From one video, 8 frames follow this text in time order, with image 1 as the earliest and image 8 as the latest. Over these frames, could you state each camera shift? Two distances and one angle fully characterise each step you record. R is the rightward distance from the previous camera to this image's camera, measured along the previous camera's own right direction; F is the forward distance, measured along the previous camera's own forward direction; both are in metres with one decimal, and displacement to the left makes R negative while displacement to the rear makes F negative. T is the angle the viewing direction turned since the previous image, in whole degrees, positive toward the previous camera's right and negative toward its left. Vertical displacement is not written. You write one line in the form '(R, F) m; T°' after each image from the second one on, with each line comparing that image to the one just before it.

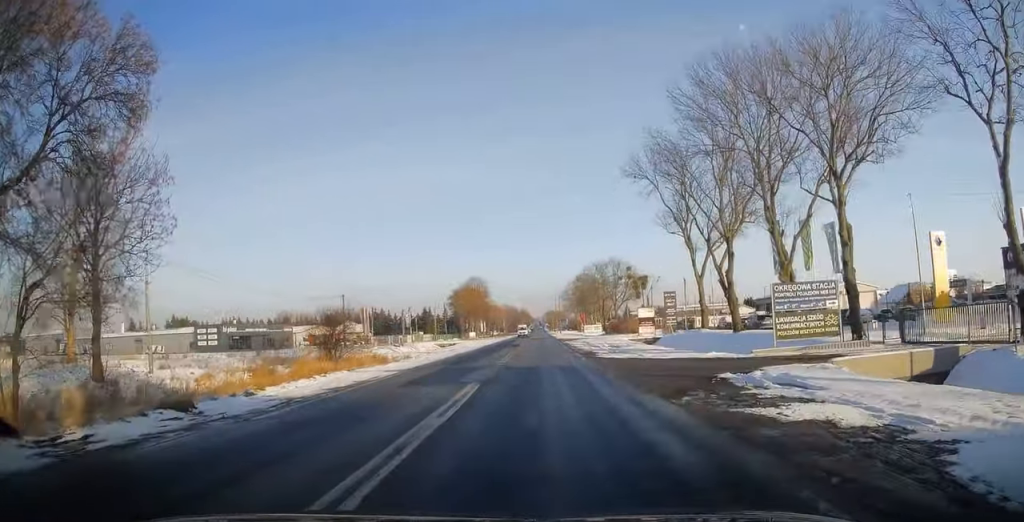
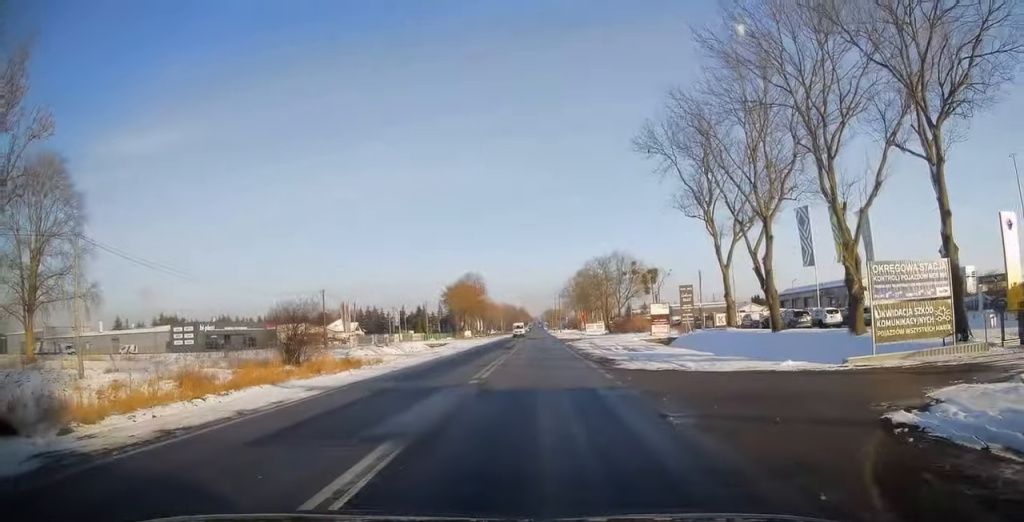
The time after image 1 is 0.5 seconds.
(-0.1, +8.3) m; +1°
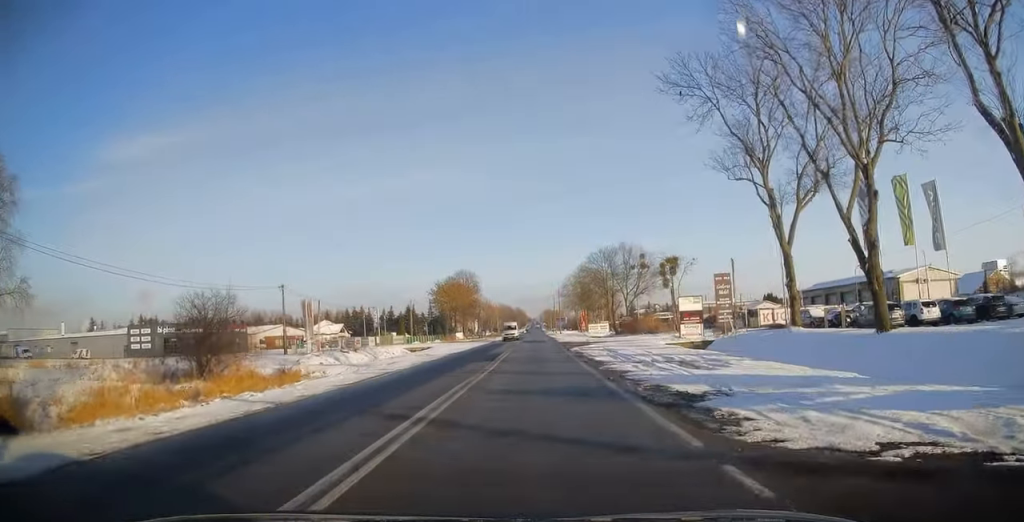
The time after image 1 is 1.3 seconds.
(+0.3, +13.1) m; 0°
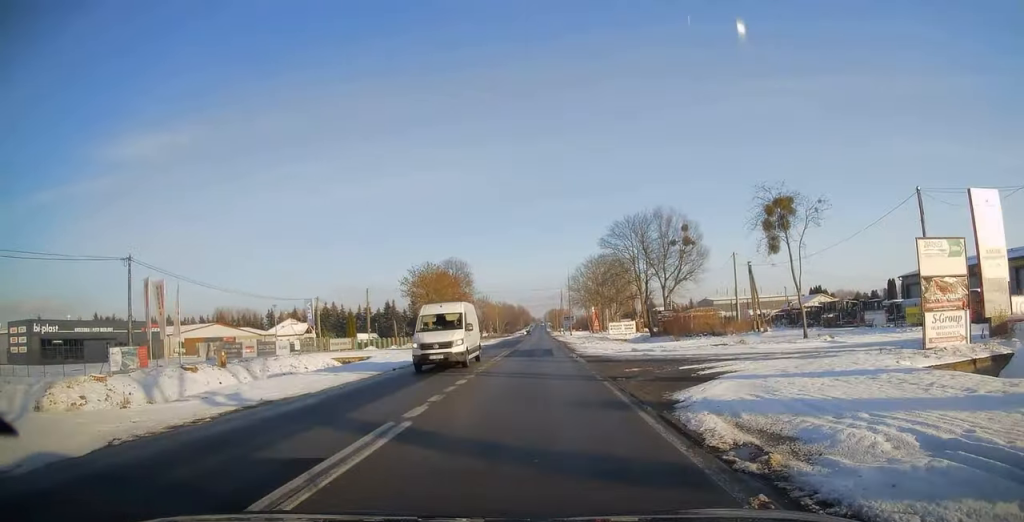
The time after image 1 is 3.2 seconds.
(-0.1, +30.2) m; 0°
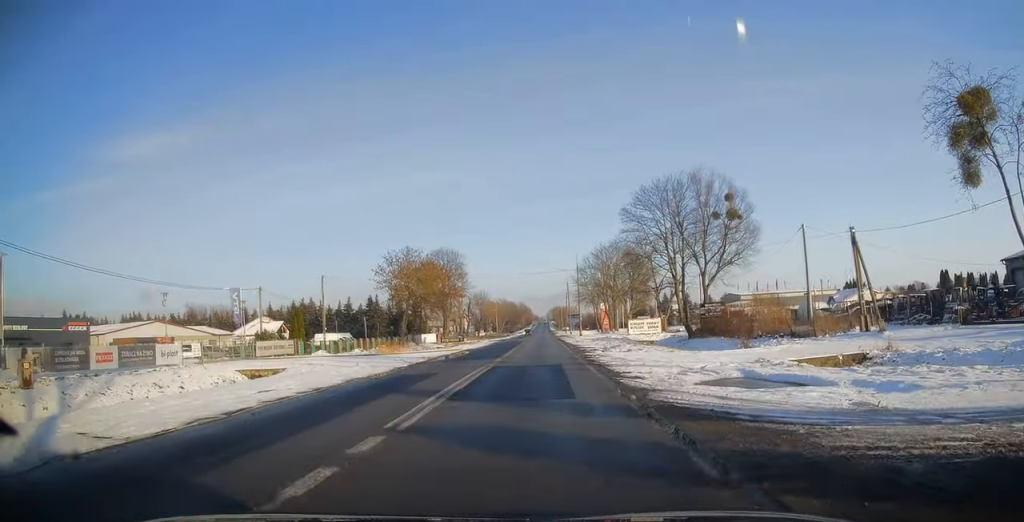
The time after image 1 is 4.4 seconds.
(-0.1, +18.1) m; -1°
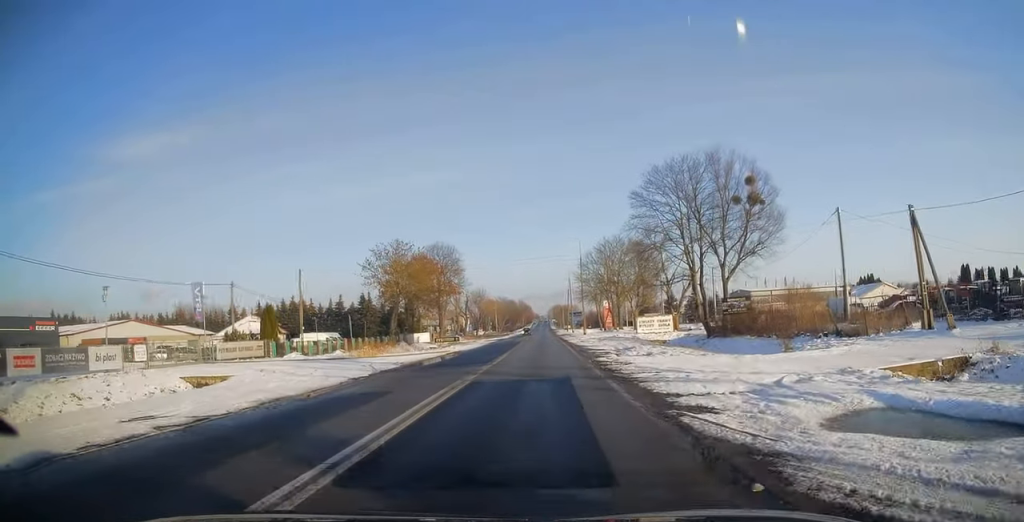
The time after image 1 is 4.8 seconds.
(0.0, +6.4) m; 0°
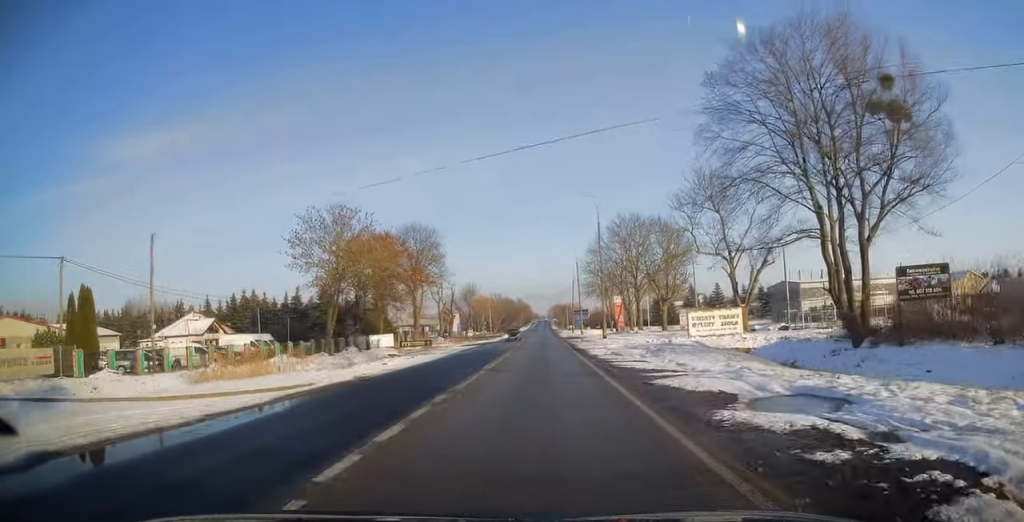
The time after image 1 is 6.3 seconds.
(0.0, +24.3) m; 0°
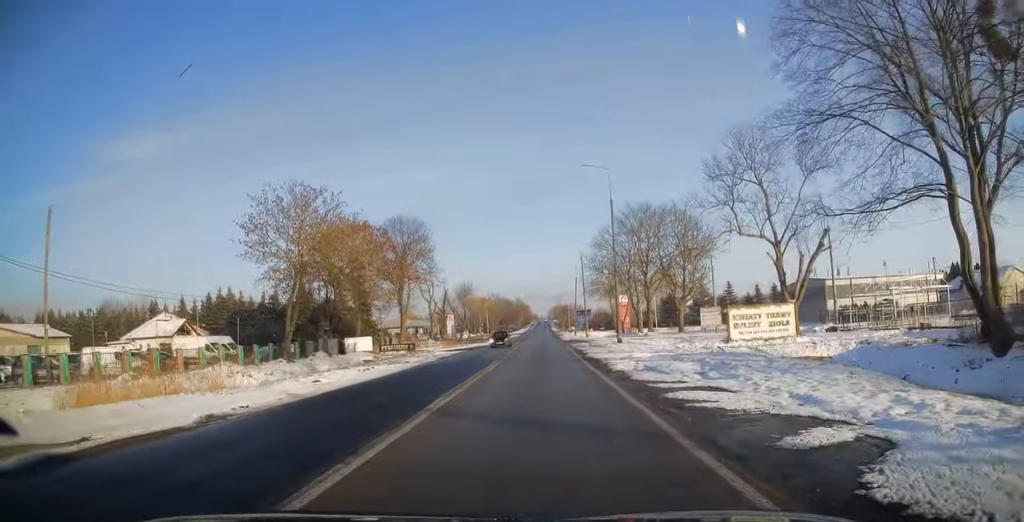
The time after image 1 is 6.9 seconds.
(0.0, +9.6) m; 0°
